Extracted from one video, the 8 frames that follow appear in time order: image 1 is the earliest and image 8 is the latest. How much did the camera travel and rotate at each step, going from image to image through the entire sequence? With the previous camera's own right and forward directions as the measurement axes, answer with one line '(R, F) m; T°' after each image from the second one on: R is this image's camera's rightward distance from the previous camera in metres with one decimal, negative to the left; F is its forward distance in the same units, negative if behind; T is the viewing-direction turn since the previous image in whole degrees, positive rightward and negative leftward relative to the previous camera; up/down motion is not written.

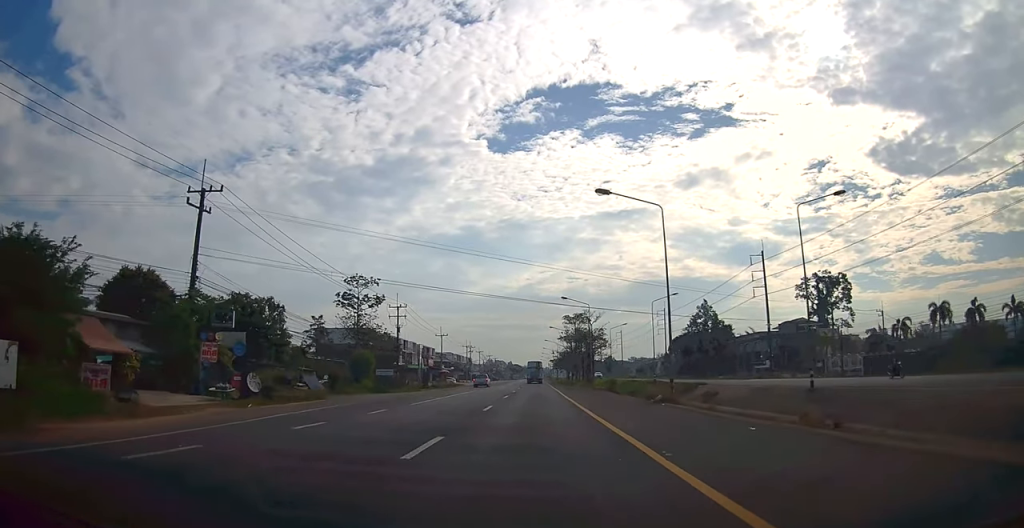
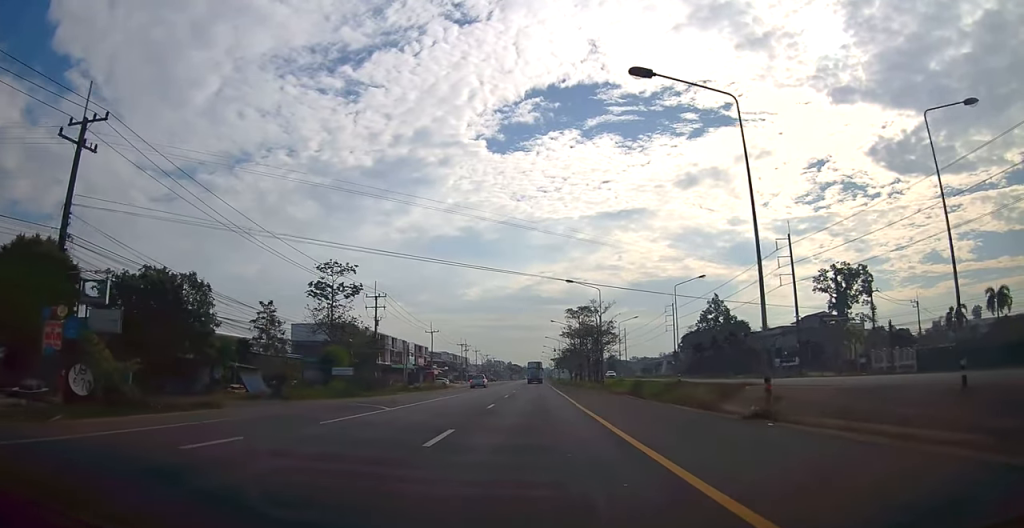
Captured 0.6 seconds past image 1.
(0.0, +10.2) m; 0°
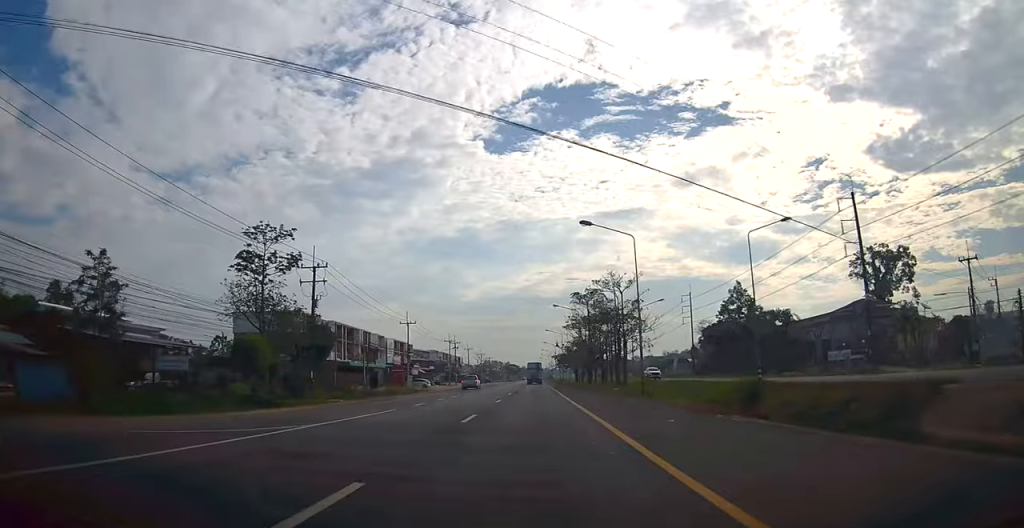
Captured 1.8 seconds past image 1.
(0.0, +18.2) m; 0°
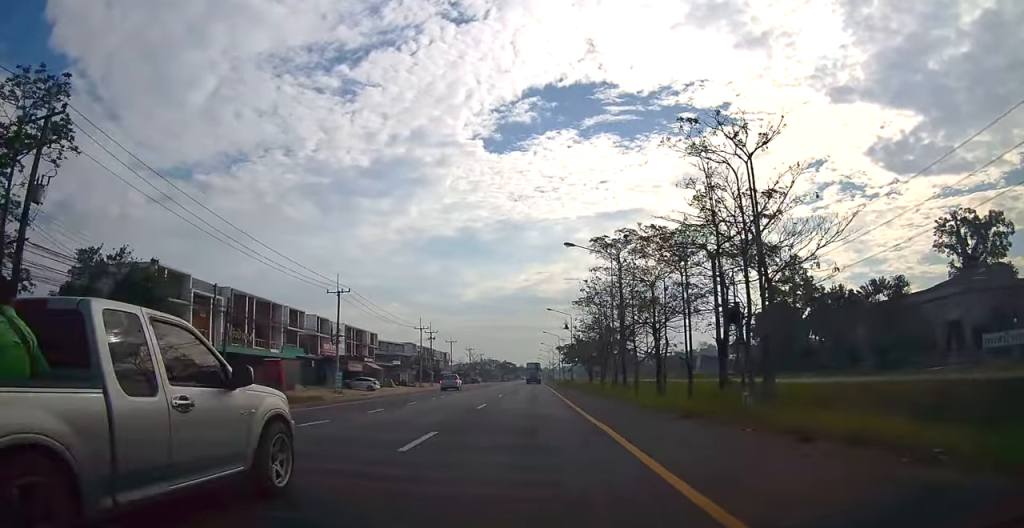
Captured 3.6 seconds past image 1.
(+0.2, +29.5) m; +1°
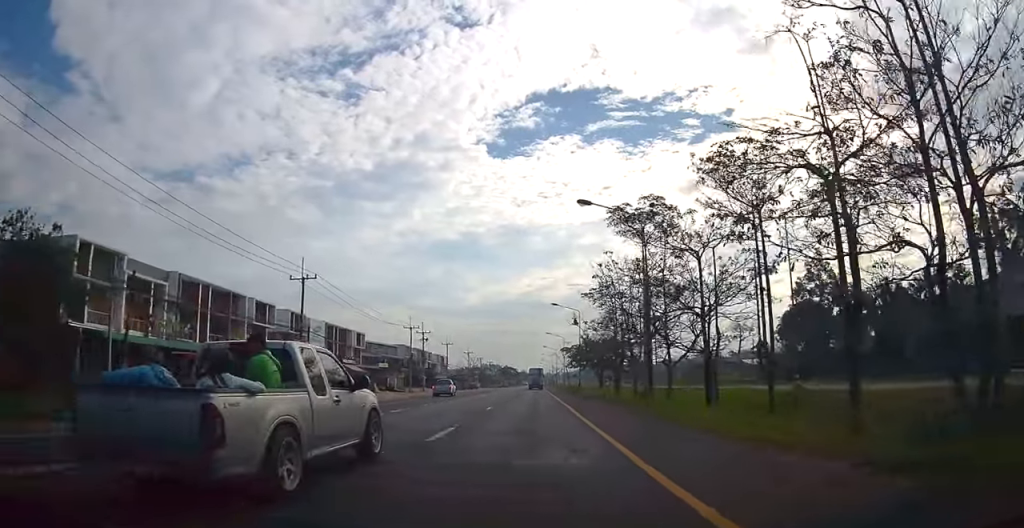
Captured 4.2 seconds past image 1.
(-0.1, +9.4) m; 0°
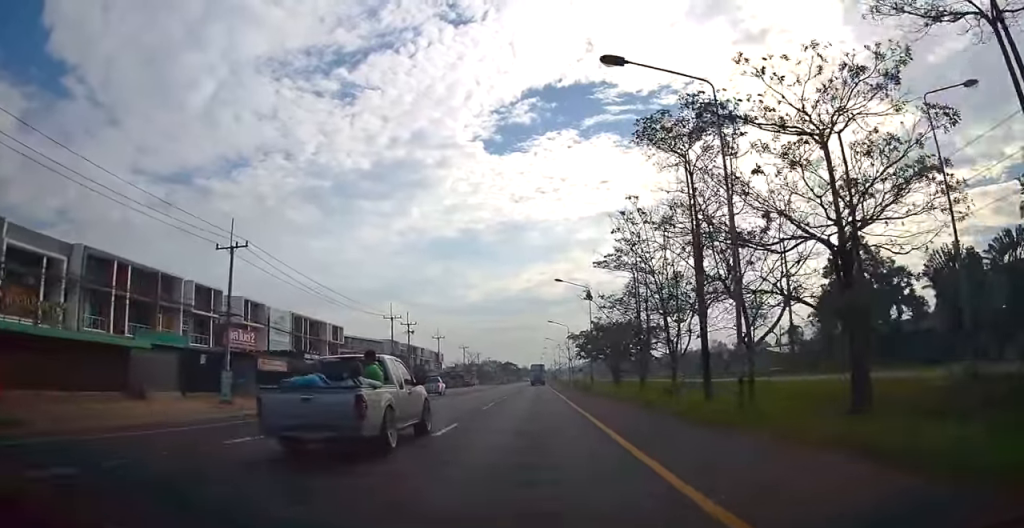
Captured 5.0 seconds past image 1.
(0.0, +11.6) m; 0°
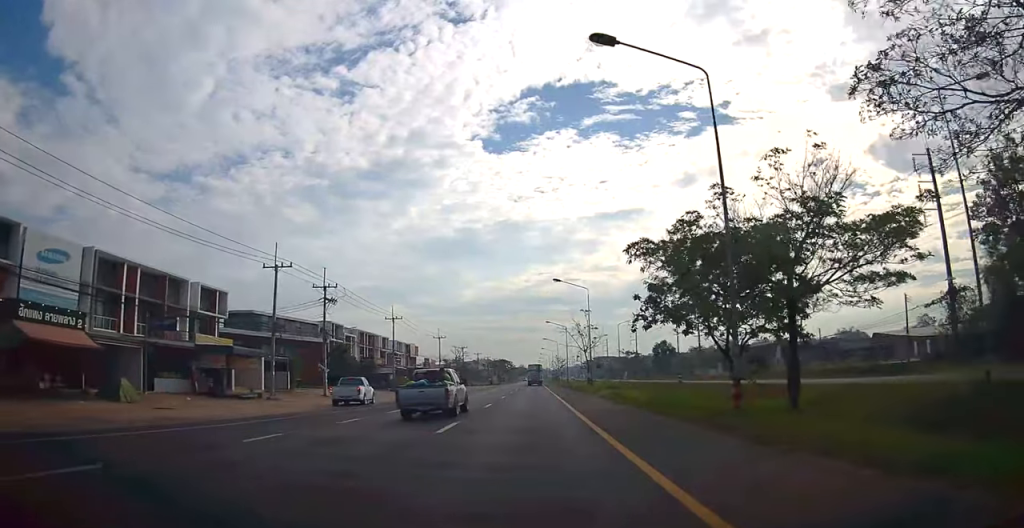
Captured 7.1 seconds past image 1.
(0.0, +34.3) m; 0°
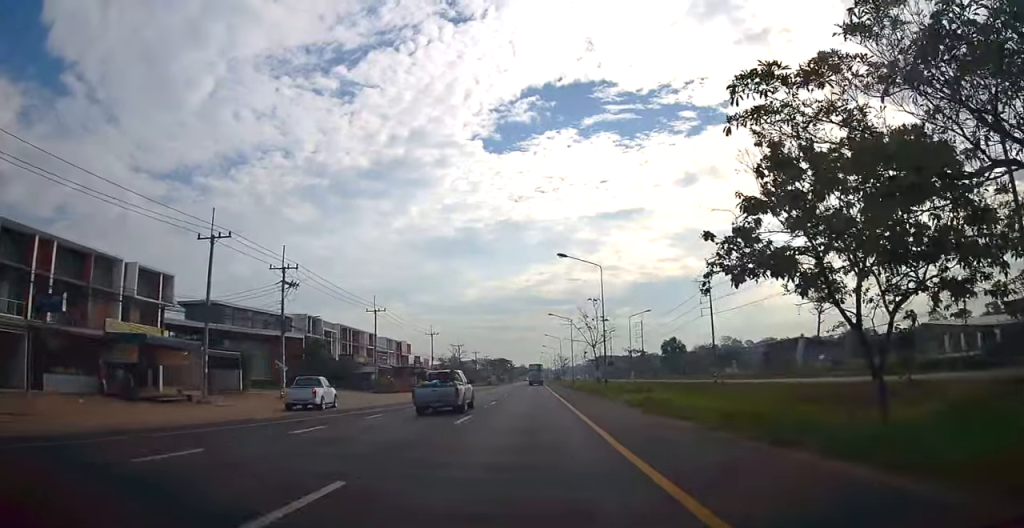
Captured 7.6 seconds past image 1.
(0.0, +9.1) m; 0°
